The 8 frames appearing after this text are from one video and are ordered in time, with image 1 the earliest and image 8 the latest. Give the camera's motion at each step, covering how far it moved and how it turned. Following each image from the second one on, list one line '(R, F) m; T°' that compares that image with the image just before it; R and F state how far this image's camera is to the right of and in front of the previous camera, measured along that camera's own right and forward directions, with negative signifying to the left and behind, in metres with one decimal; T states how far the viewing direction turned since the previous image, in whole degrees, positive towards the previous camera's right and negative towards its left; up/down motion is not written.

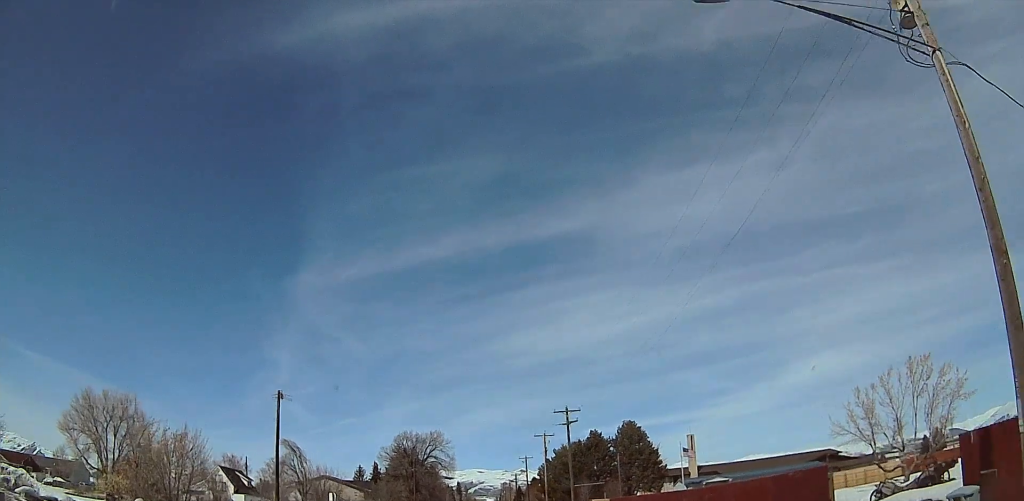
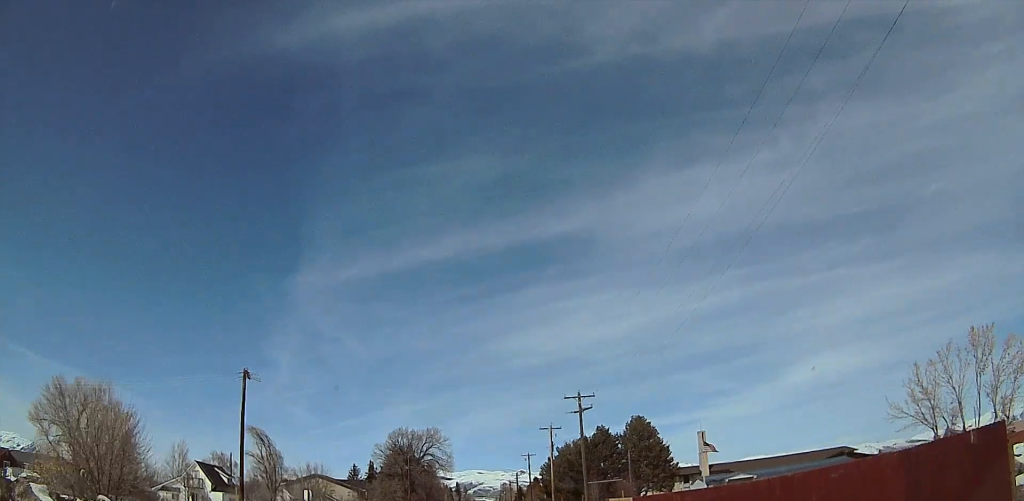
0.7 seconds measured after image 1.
(0.0, +7.8) m; 0°
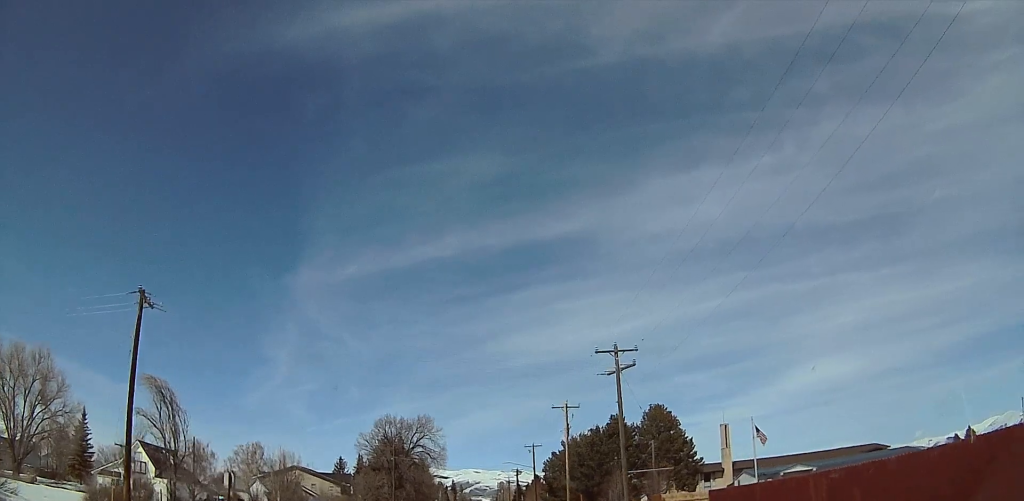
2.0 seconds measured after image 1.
(0.0, +14.7) m; 0°
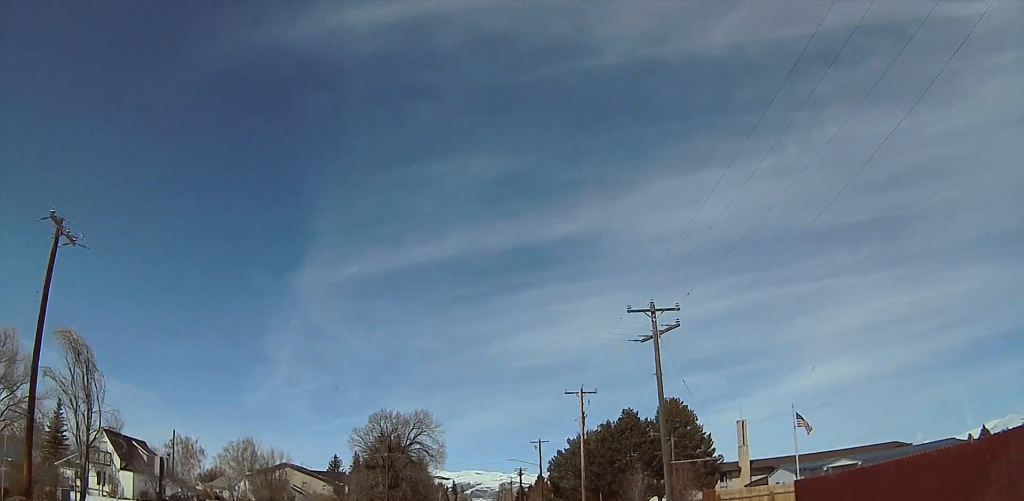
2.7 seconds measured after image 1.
(0.0, +7.7) m; -1°
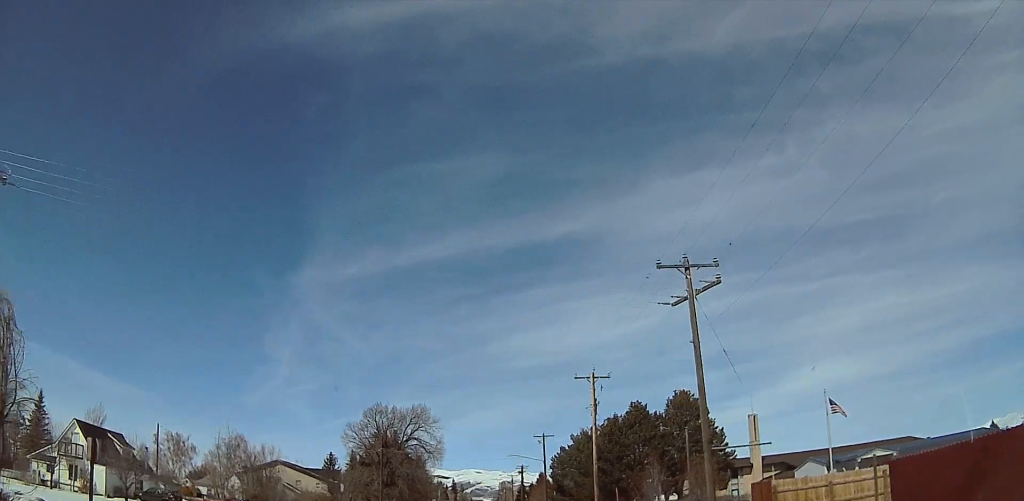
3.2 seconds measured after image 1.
(0.0, +5.1) m; -1°
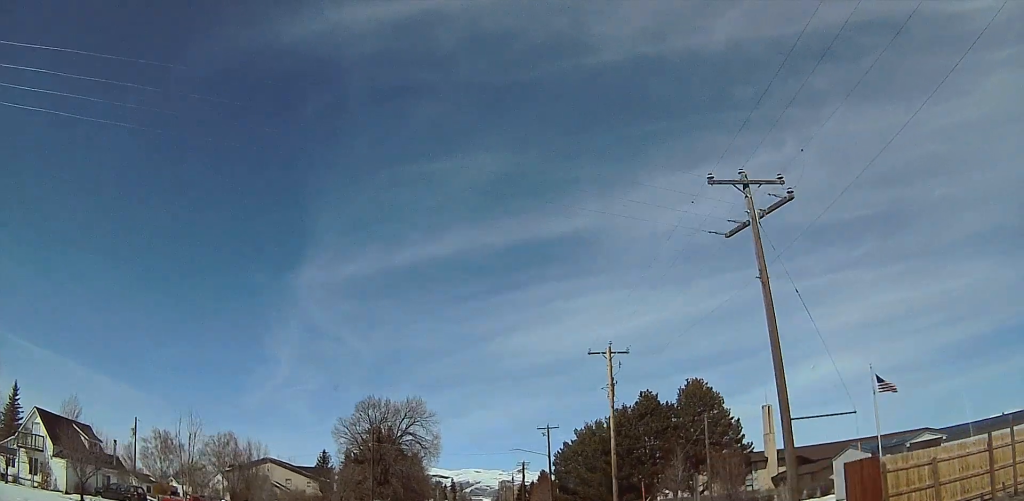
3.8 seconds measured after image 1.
(0.0, +6.2) m; -2°
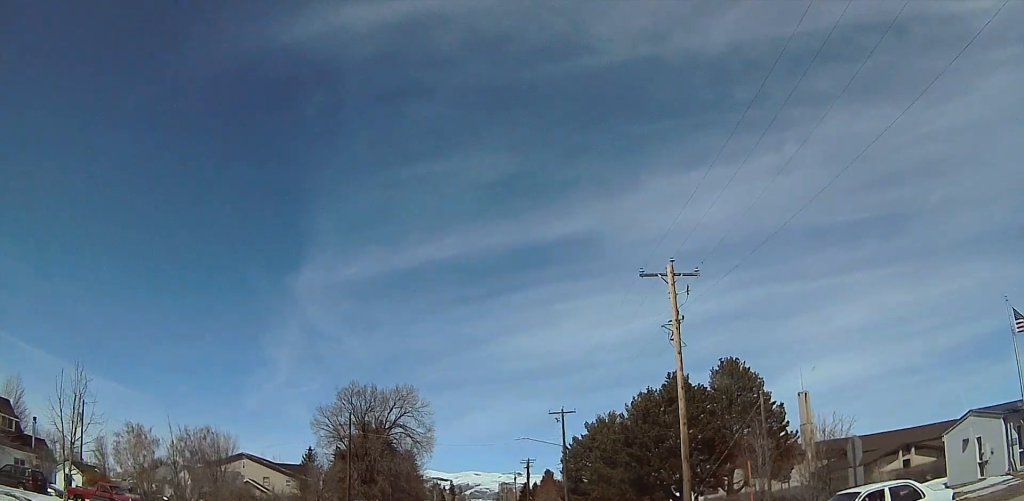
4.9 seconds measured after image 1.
(-0.4, +13.0) m; -1°
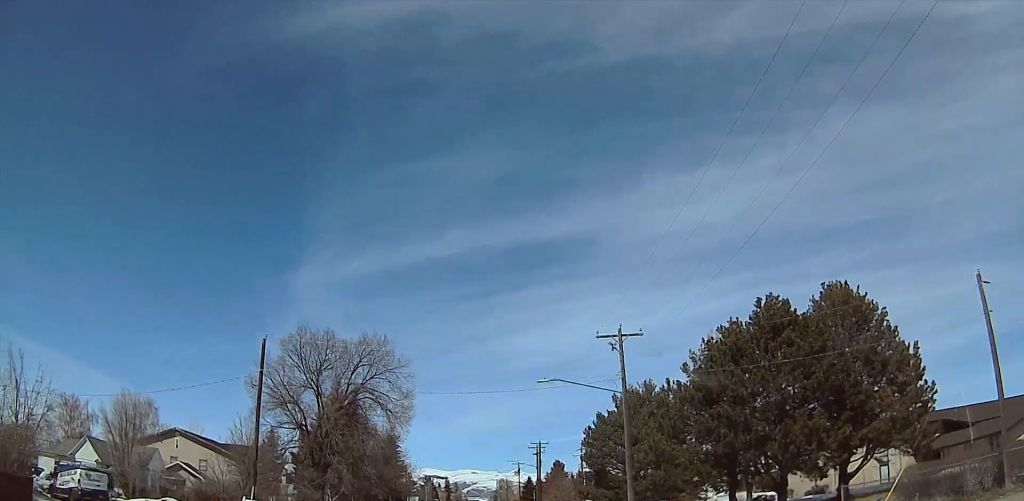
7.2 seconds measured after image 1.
(+1.4, +25.8) m; +4°
